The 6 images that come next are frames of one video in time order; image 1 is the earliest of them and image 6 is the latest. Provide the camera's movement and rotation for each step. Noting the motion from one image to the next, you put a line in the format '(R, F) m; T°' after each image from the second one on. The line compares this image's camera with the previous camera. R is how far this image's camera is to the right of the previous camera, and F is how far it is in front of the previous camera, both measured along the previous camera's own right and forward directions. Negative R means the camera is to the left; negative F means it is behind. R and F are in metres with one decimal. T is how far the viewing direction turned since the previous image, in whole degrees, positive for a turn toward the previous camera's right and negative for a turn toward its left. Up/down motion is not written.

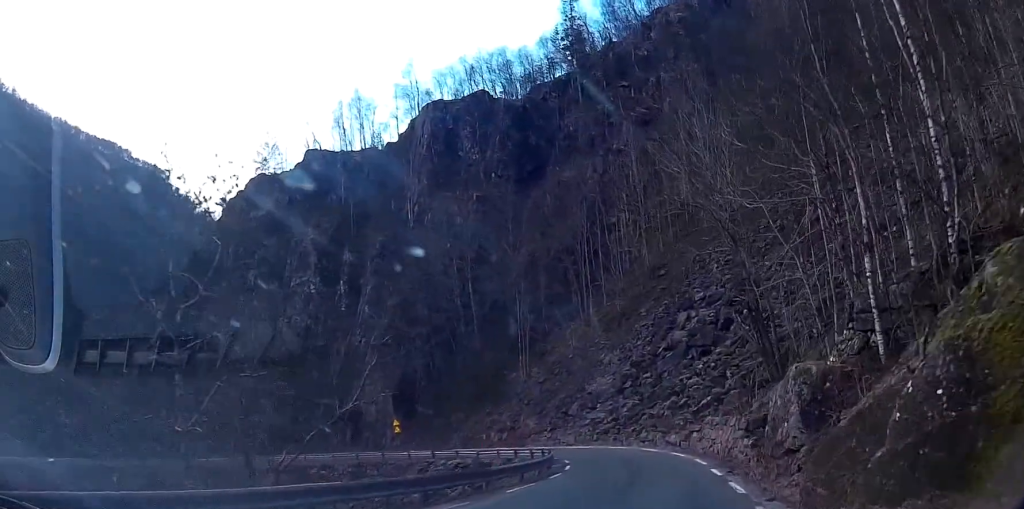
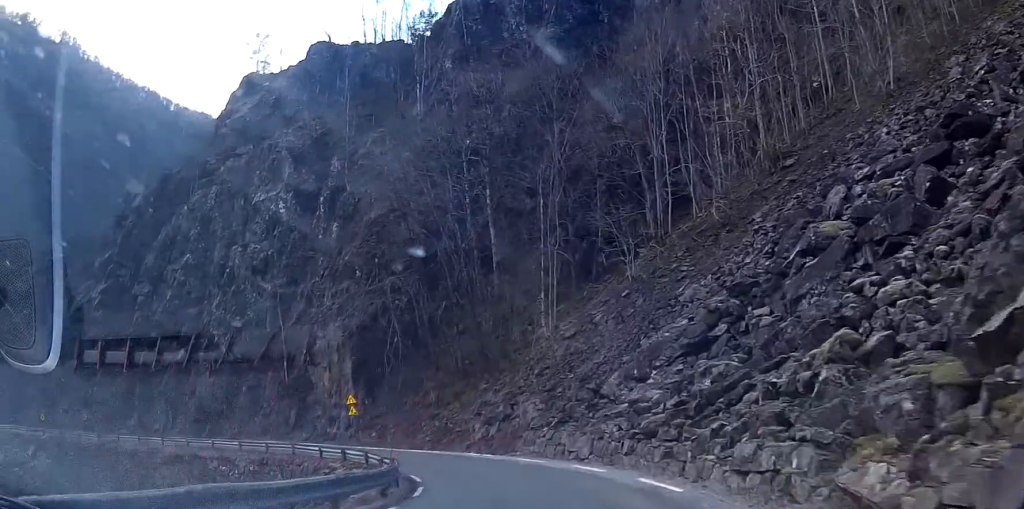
(-1.2, +30.0) m; -12°
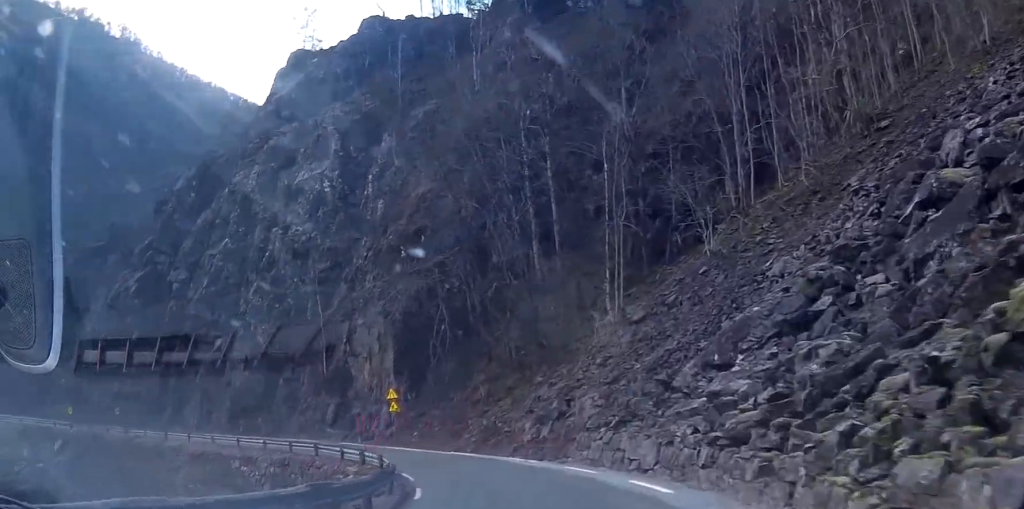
(0.0, +5.9) m; -6°
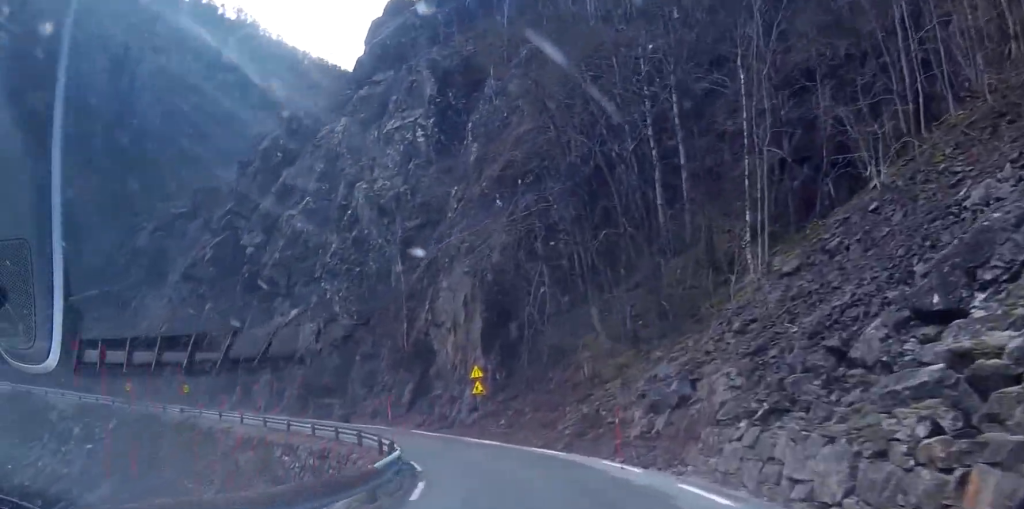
(-1.0, +9.0) m; -10°
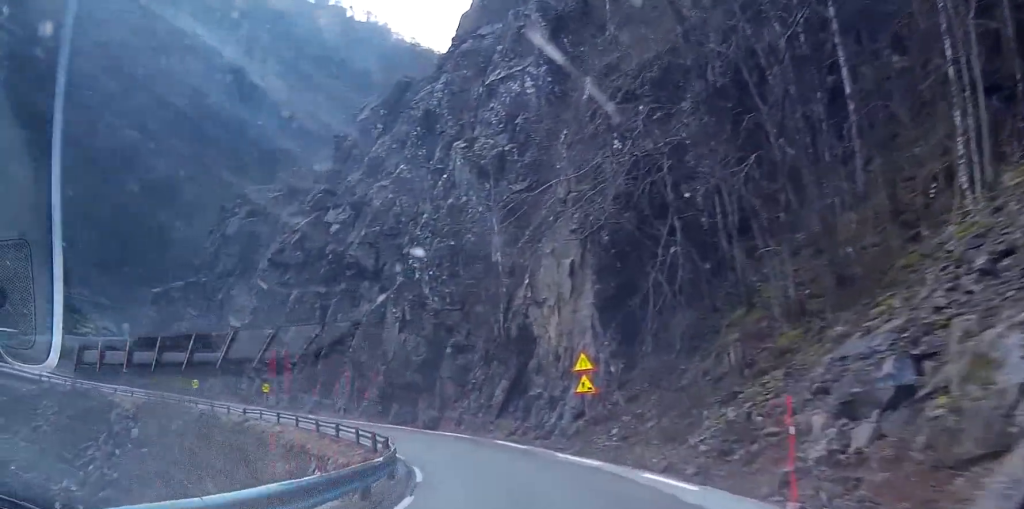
(-0.8, +9.6) m; -11°
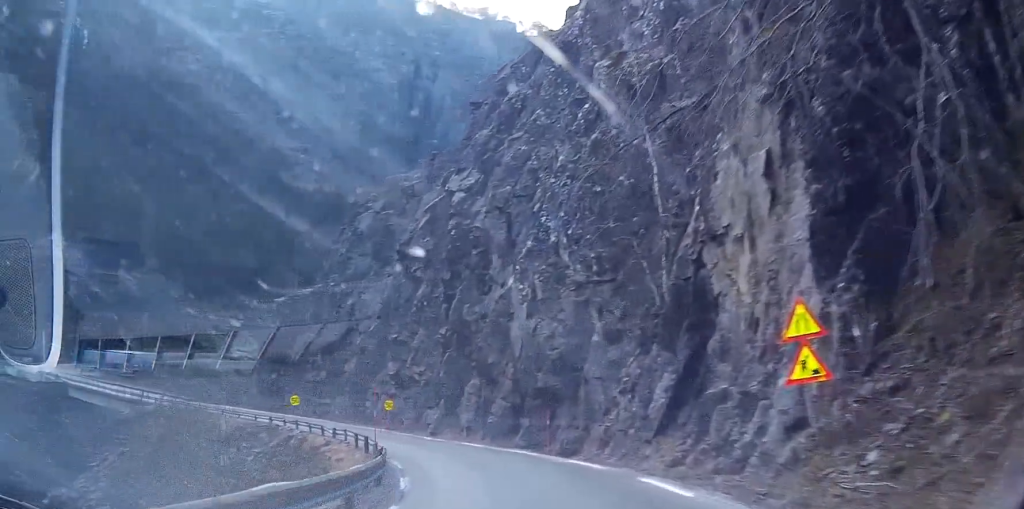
(-1.4, +11.7) m; -11°
